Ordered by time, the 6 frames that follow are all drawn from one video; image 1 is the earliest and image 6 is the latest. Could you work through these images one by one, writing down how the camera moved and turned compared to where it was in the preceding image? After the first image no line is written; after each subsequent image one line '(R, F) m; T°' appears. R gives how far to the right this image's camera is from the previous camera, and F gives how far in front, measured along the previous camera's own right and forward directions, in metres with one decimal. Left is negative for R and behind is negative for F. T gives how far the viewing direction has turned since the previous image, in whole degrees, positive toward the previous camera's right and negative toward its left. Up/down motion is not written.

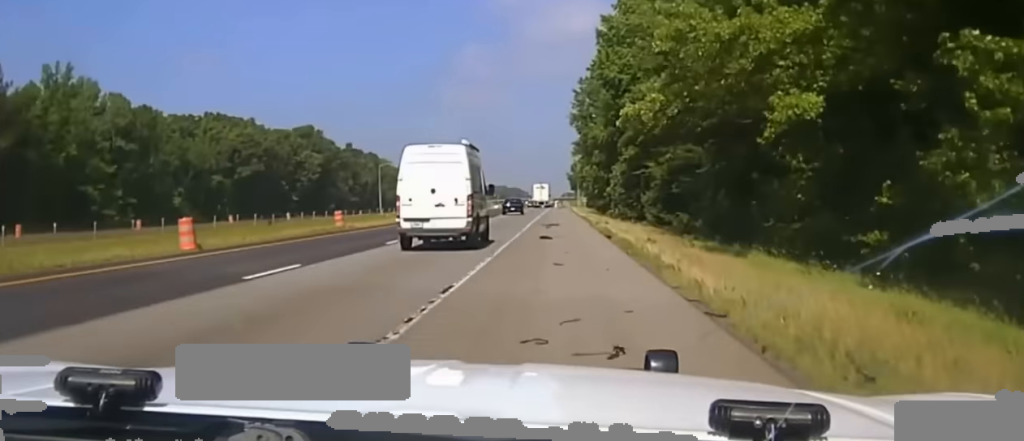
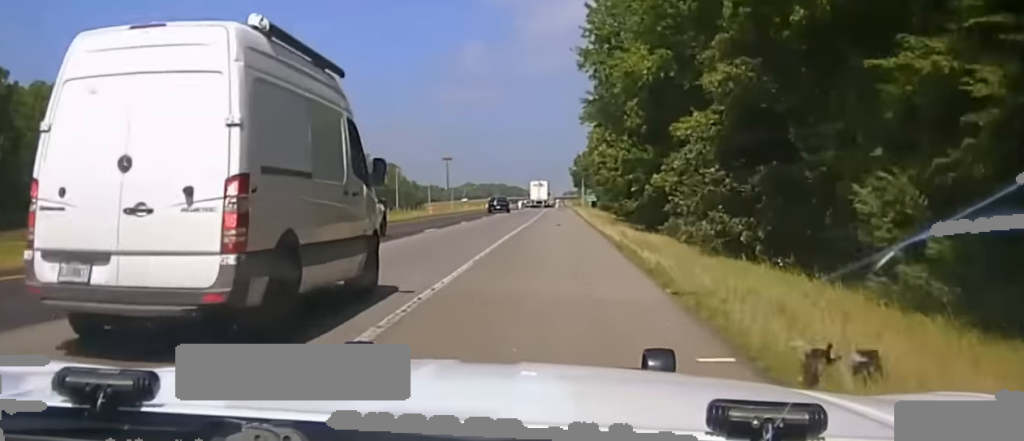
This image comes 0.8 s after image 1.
(-0.2, +34.8) m; -1°
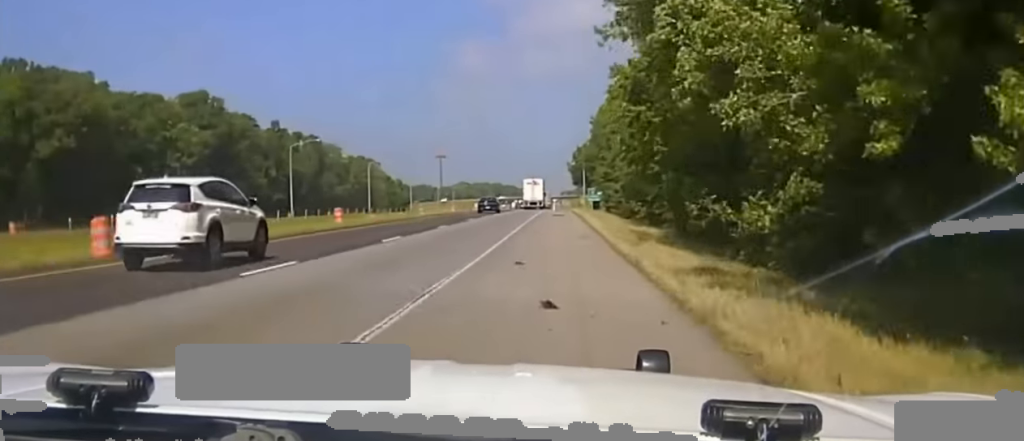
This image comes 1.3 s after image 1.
(0.0, +24.5) m; 0°
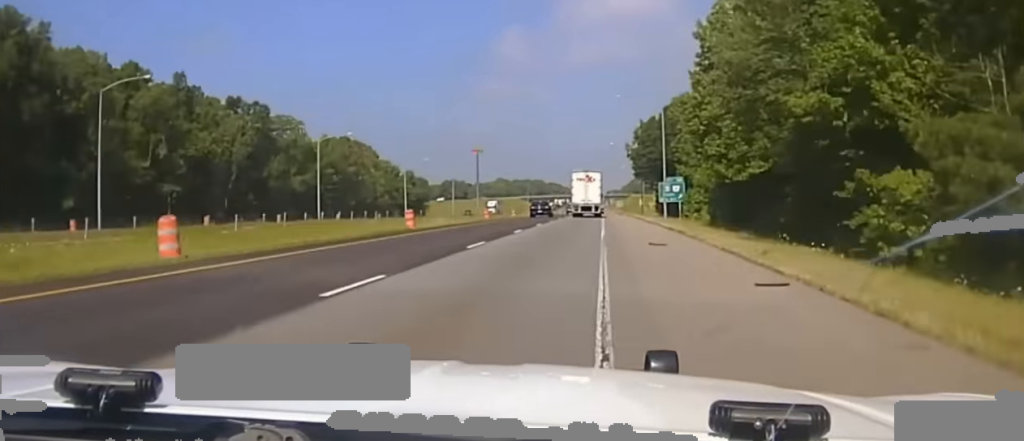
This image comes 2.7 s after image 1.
(-0.6, +60.2) m; -1°
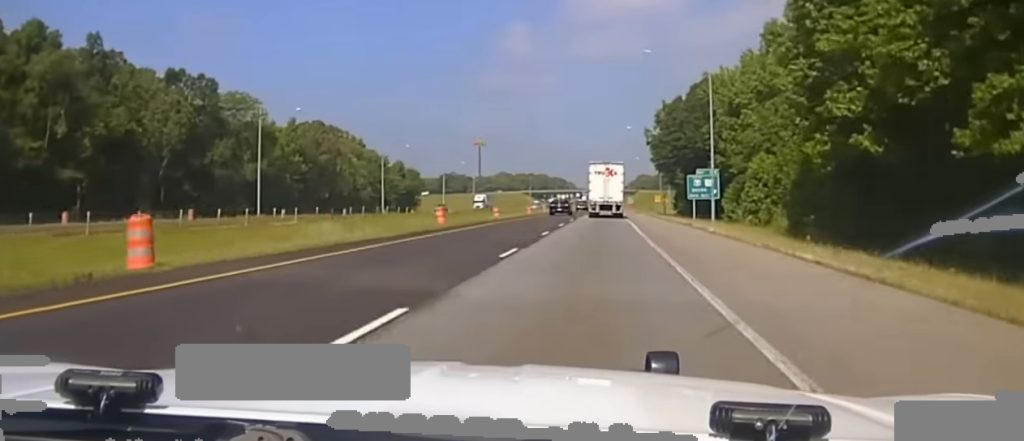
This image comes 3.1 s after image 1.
(0.0, +24.7) m; -1°
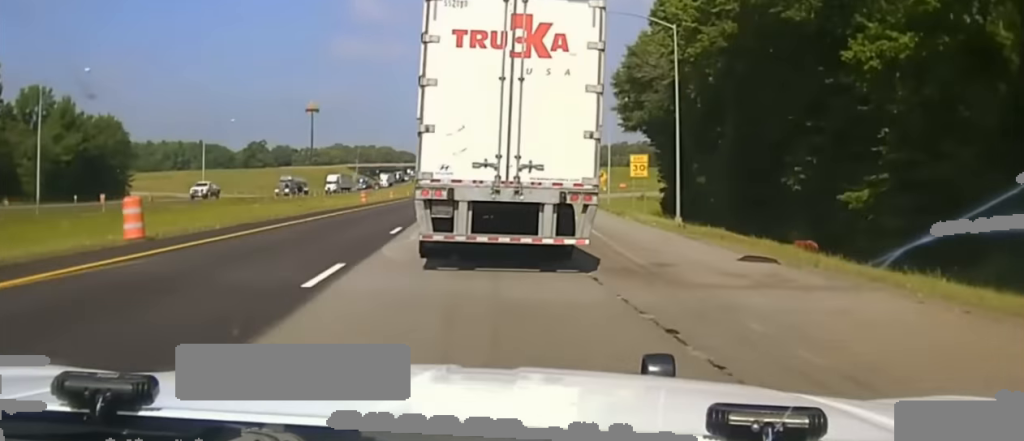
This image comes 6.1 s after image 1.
(+6.3, +177.9) m; +11°
